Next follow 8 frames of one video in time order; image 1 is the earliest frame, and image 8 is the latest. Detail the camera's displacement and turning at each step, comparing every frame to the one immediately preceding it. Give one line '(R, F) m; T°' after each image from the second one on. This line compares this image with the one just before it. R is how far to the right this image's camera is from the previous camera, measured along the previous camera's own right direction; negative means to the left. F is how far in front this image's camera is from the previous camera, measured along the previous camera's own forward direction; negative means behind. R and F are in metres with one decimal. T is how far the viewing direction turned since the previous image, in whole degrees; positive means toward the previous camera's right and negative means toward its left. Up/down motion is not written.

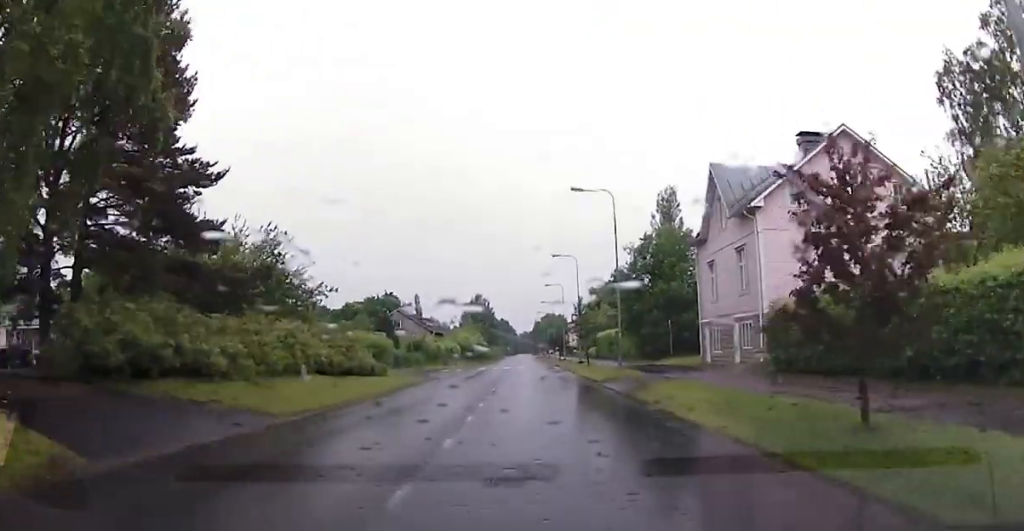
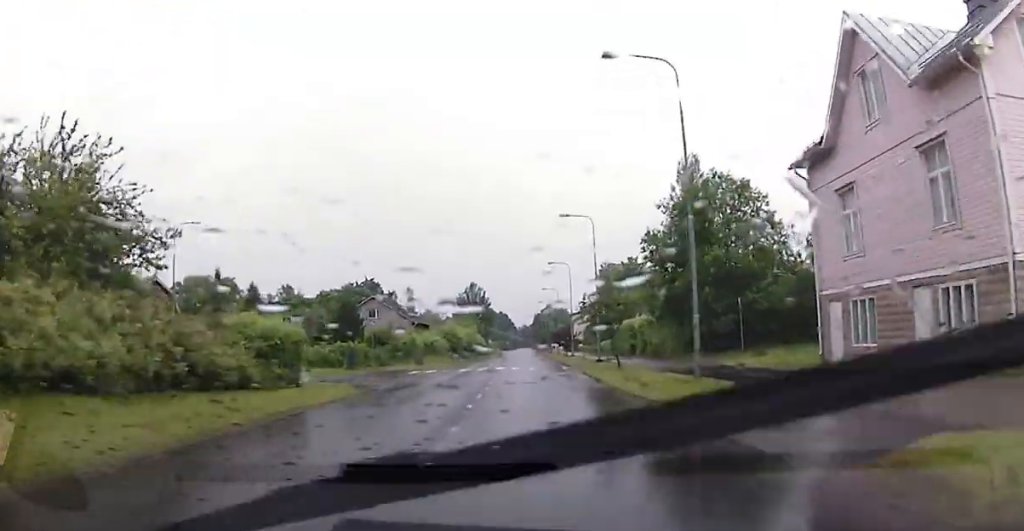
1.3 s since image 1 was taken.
(+0.1, +15.7) m; 0°
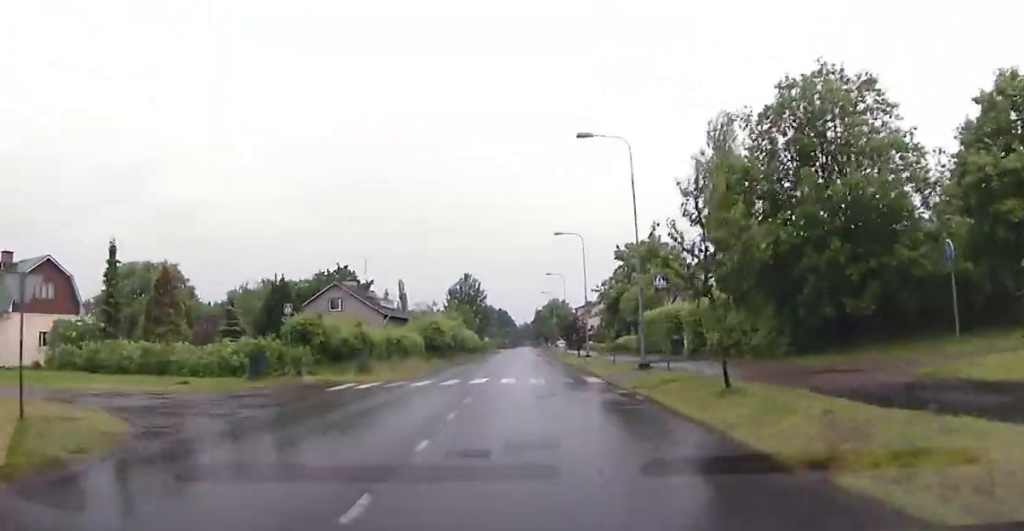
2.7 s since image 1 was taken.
(-0.1, +16.7) m; 0°
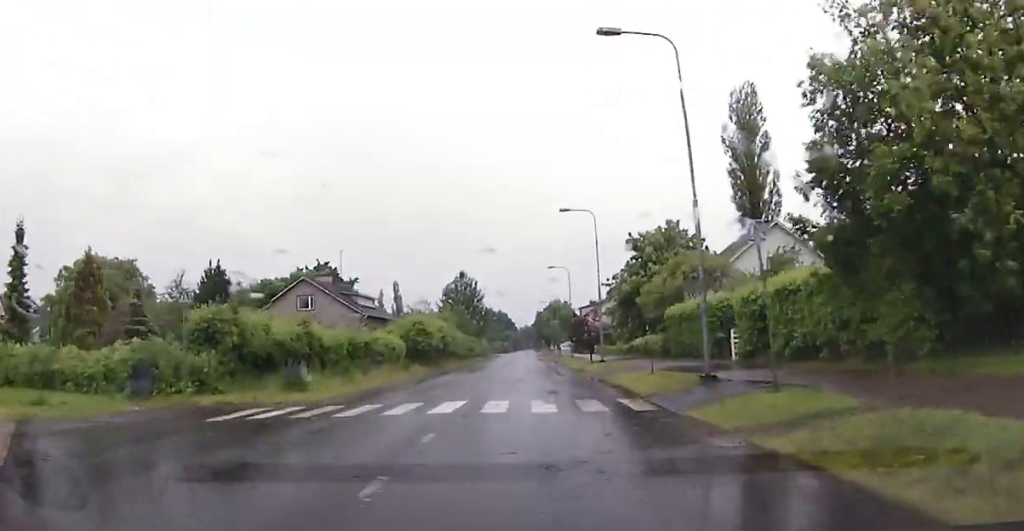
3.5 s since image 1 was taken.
(+0.1, +9.8) m; 0°
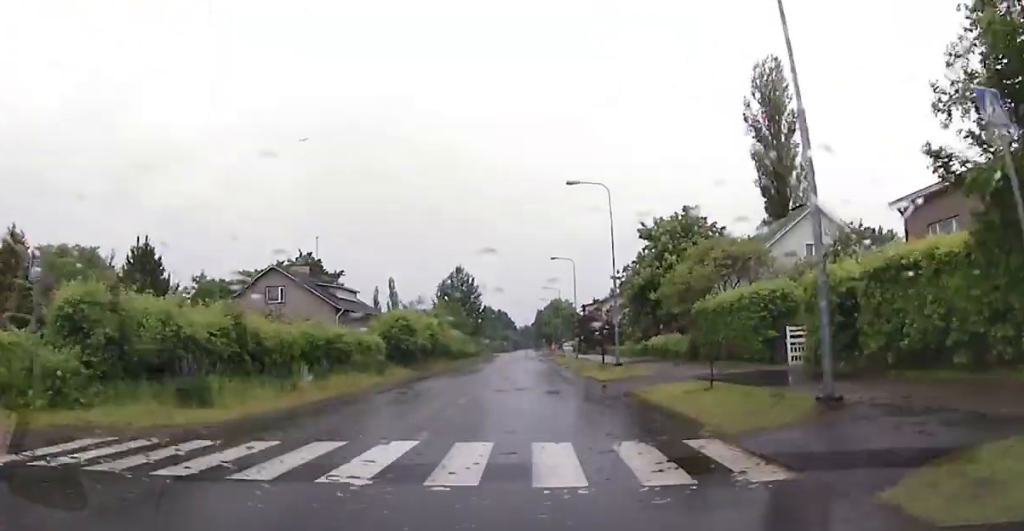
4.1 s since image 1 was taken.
(-0.1, +7.2) m; 0°
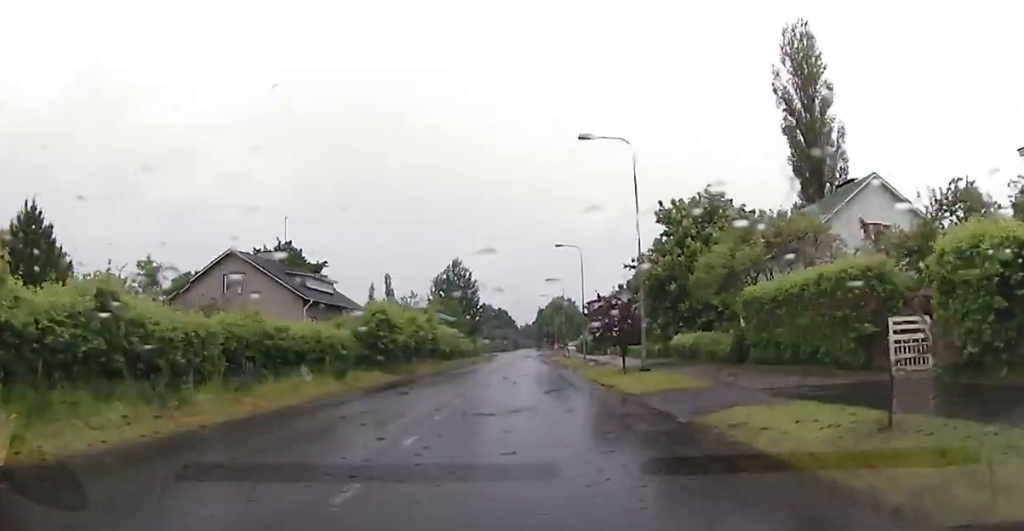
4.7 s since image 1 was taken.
(0.0, +7.6) m; 0°
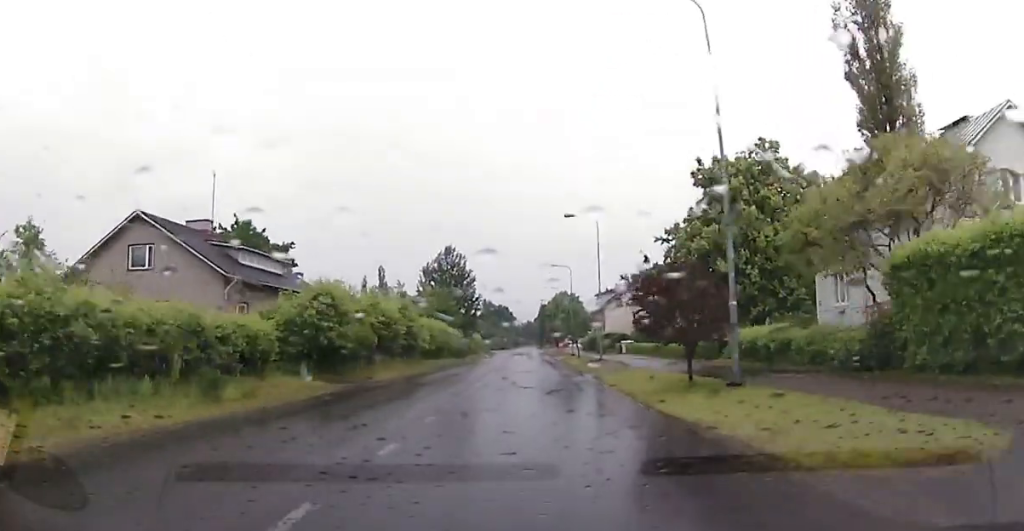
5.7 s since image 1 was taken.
(0.0, +11.7) m; 0°
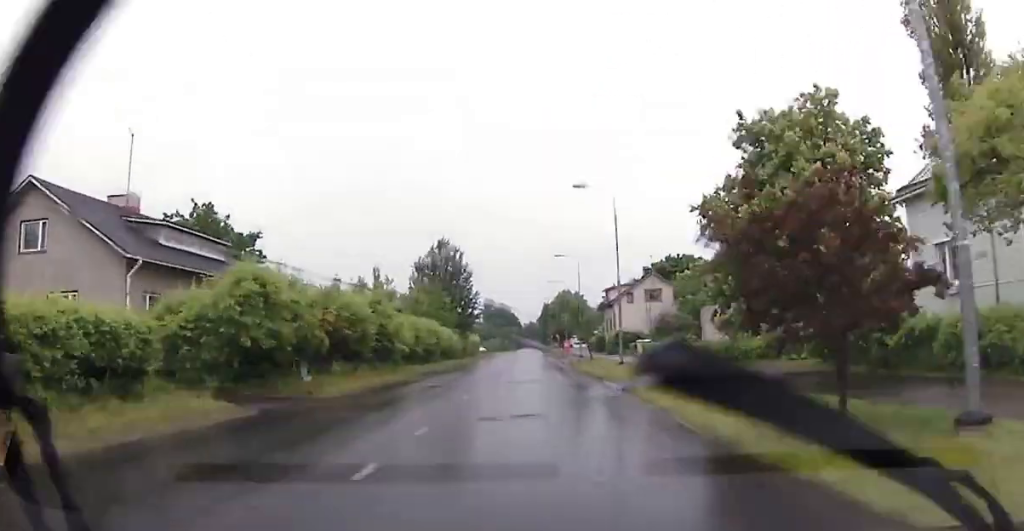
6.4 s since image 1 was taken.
(-0.1, +8.5) m; 0°
